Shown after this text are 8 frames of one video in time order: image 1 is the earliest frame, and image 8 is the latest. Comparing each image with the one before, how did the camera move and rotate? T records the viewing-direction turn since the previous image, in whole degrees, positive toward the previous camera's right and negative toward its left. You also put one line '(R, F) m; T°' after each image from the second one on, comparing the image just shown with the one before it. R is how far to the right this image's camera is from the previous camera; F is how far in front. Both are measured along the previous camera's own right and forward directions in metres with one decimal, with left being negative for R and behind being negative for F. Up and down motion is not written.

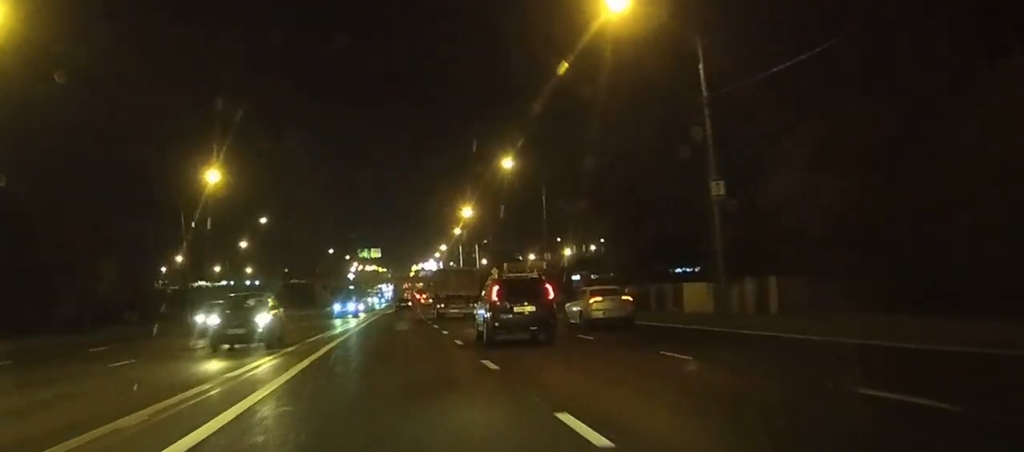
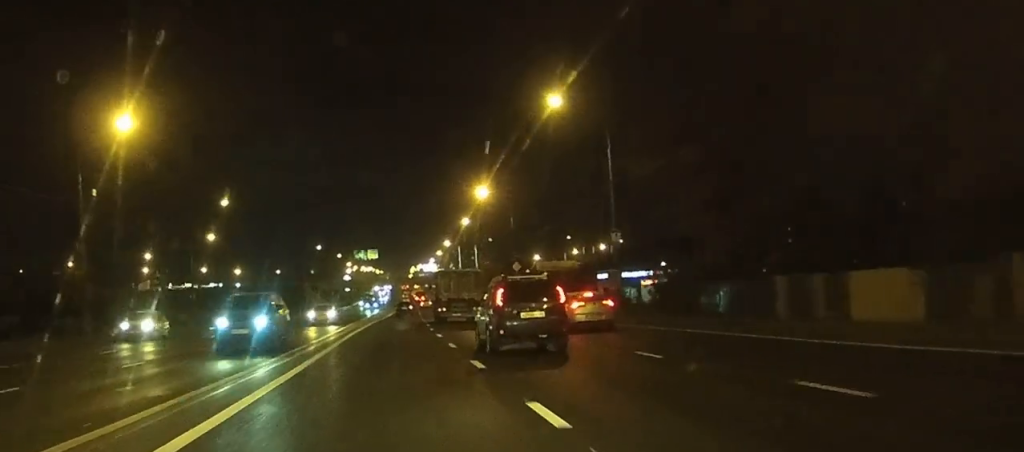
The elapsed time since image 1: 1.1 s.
(0.0, +22.8) m; 0°
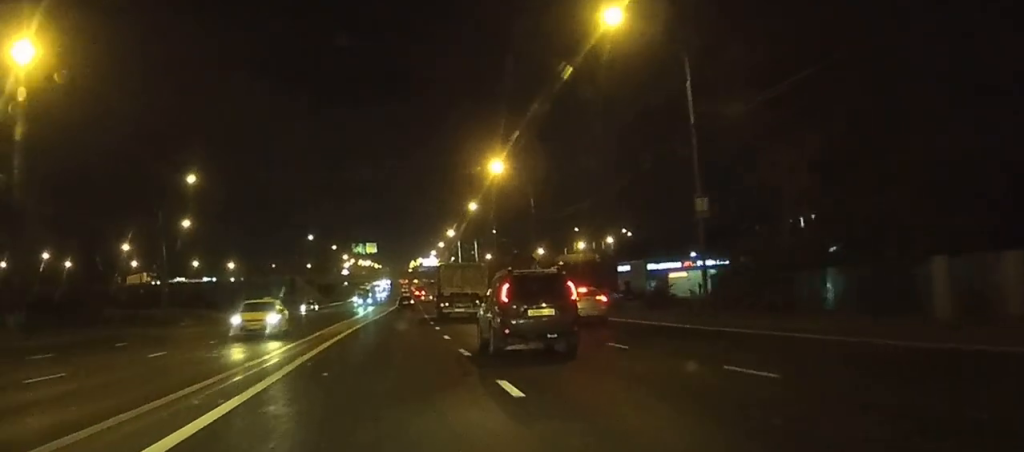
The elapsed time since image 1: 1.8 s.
(0.0, +13.6) m; 0°
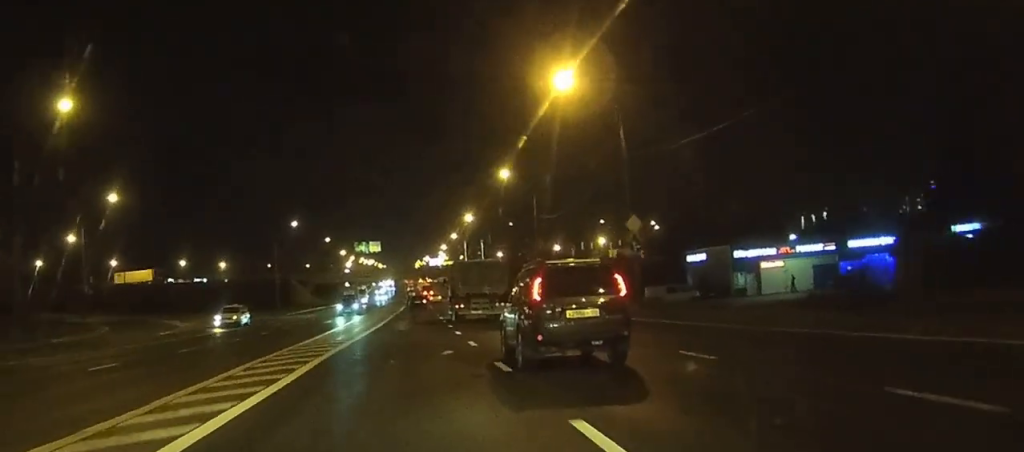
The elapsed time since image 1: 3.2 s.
(0.0, +28.7) m; +1°
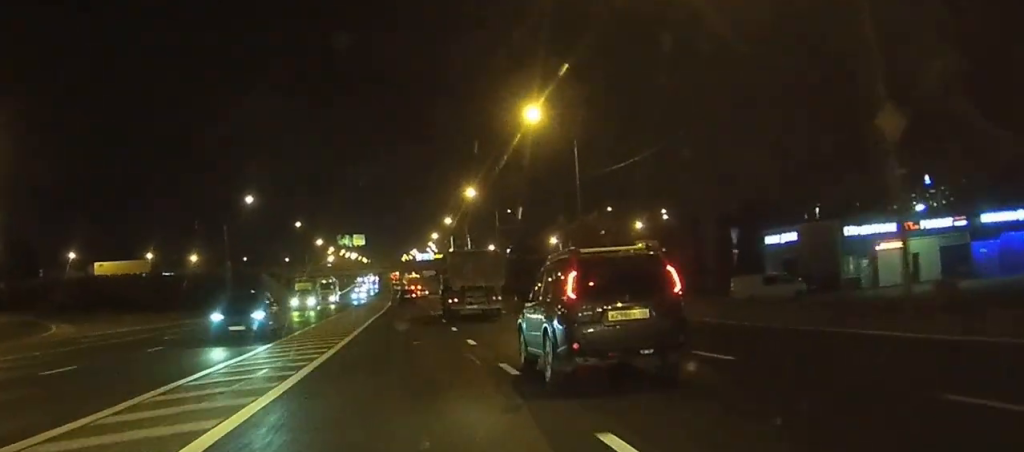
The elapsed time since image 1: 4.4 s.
(+0.2, +25.4) m; +1°
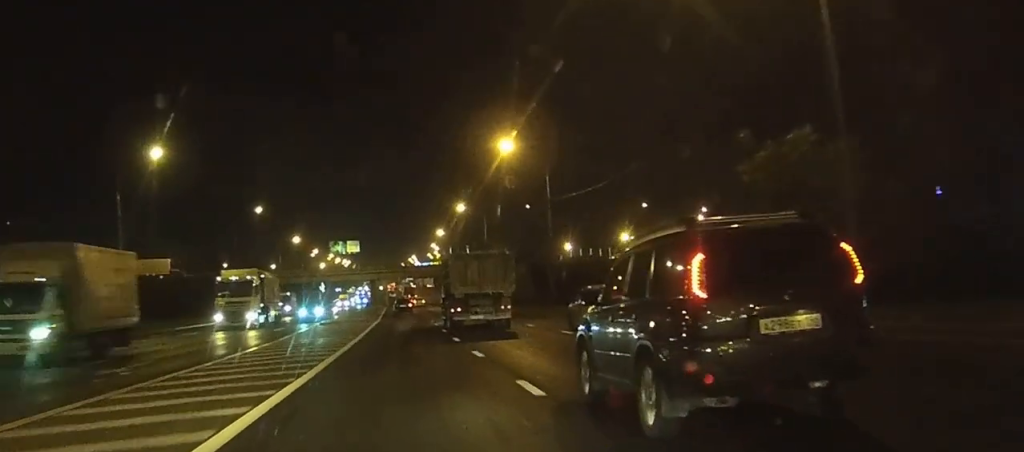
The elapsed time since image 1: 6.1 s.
(-0.1, +34.7) m; -1°
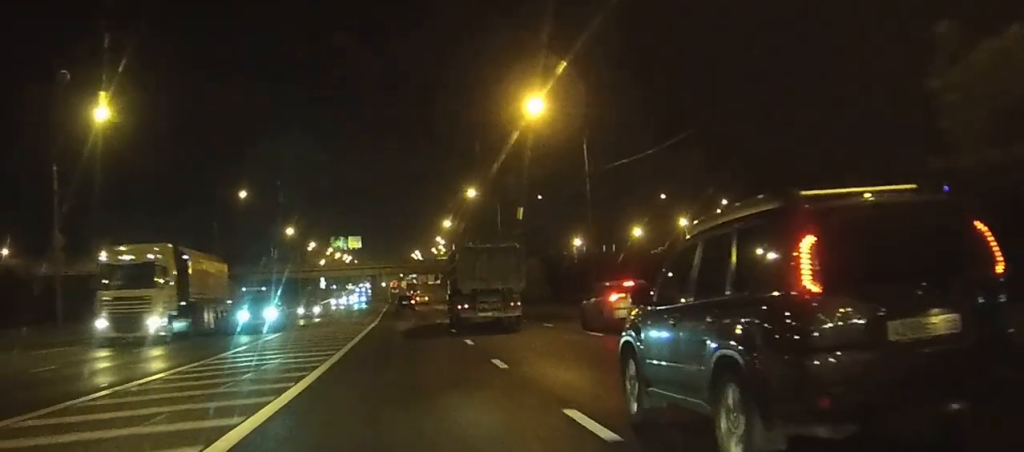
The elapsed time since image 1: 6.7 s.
(0.0, +11.5) m; 0°
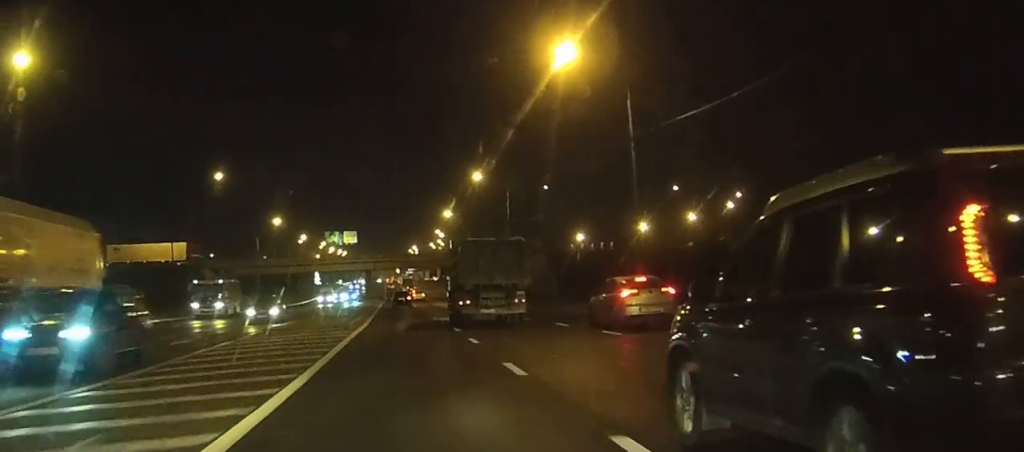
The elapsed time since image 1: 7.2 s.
(0.0, +10.0) m; 0°
